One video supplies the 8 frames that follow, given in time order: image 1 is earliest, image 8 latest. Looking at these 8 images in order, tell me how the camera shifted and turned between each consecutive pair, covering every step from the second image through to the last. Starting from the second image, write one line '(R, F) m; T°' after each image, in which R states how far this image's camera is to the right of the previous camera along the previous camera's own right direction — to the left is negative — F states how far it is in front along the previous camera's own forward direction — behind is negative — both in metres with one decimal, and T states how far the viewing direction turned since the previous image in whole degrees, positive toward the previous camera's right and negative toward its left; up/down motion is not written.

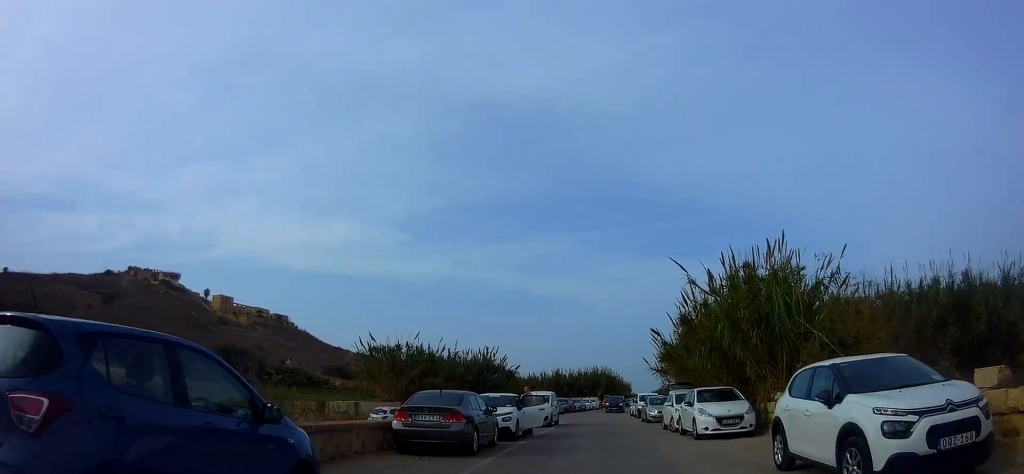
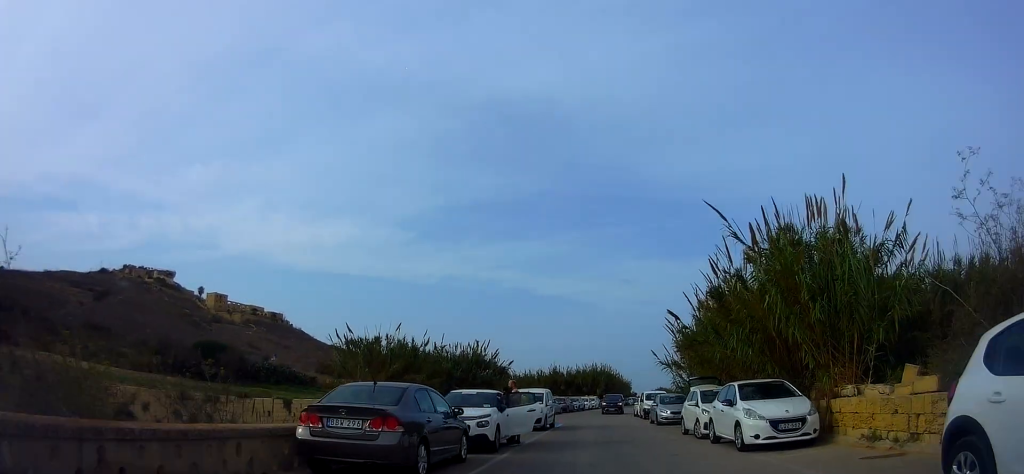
(+0.7, +4.8) m; 0°
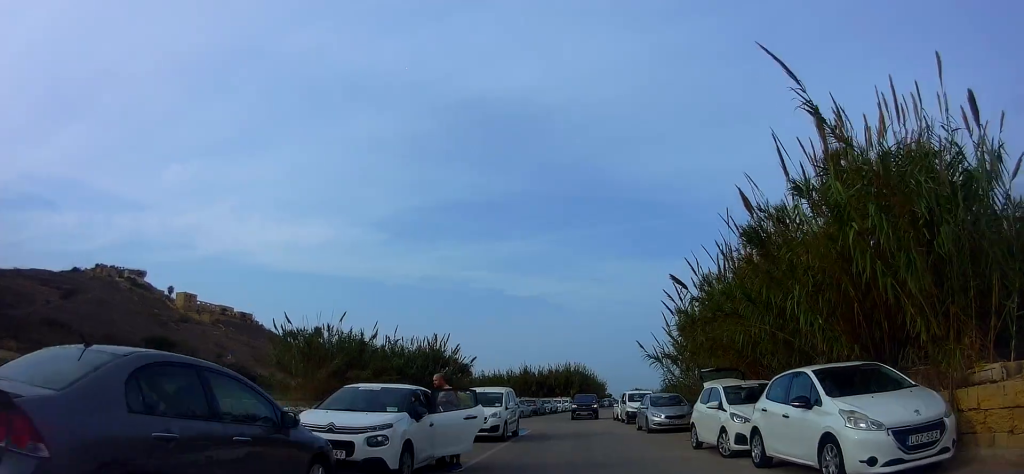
(-0.8, +6.3) m; -2°
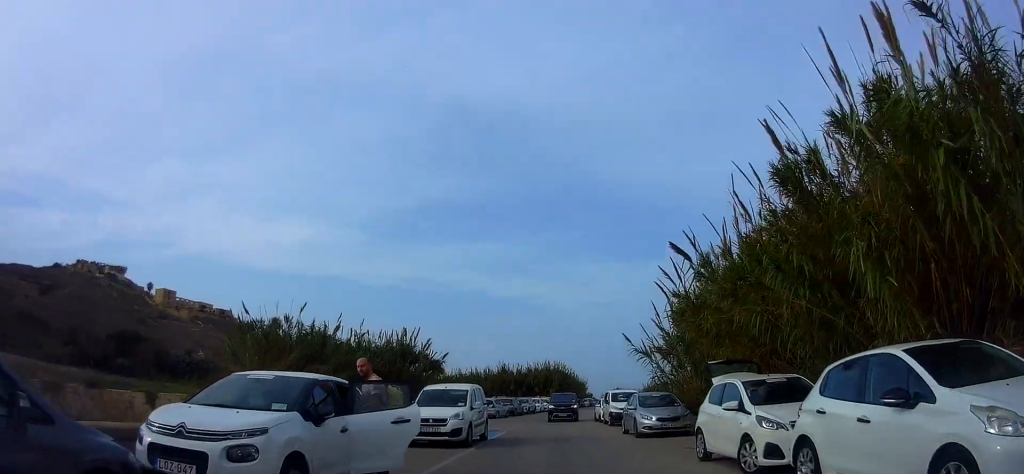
(+0.3, +3.3) m; +3°
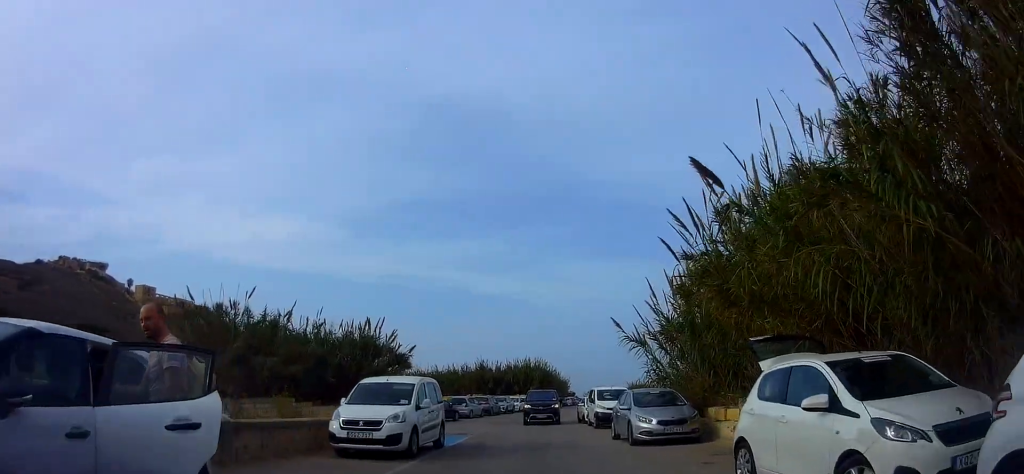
(+0.3, +4.6) m; +3°
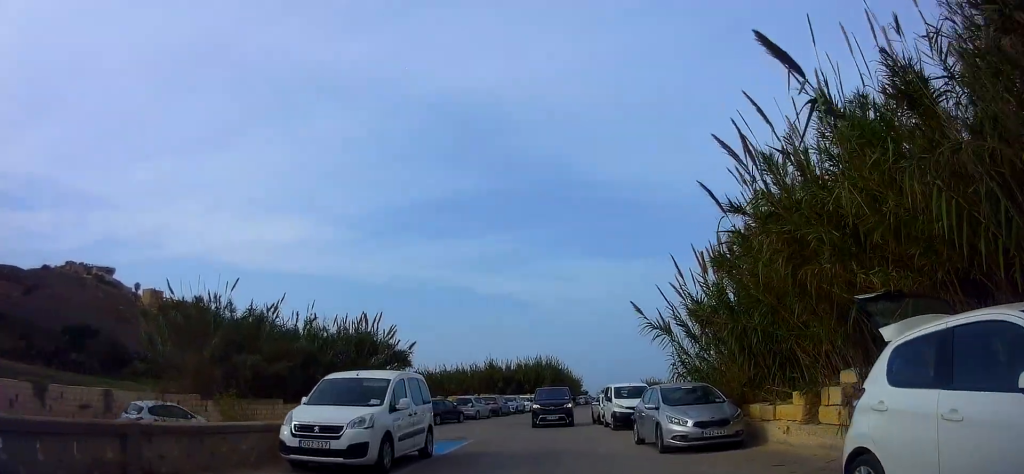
(0.0, +3.2) m; -1°
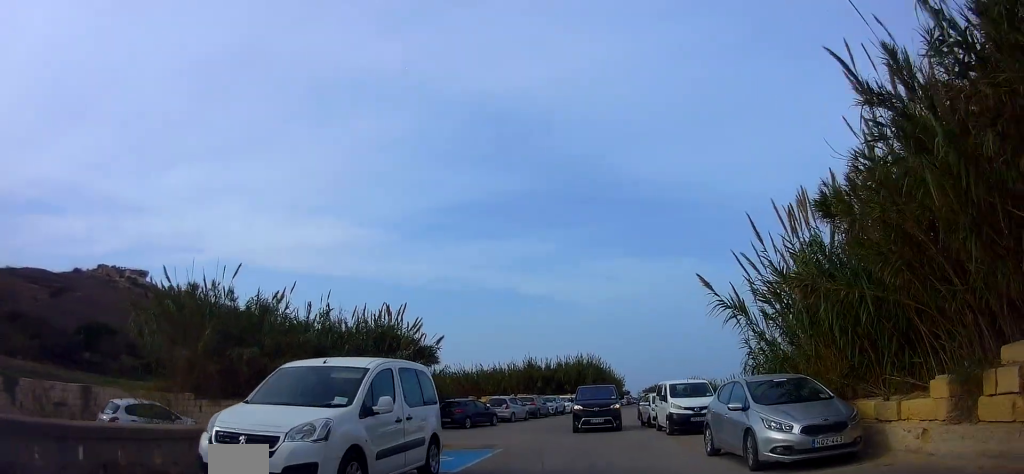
(-0.1, +3.8) m; -1°
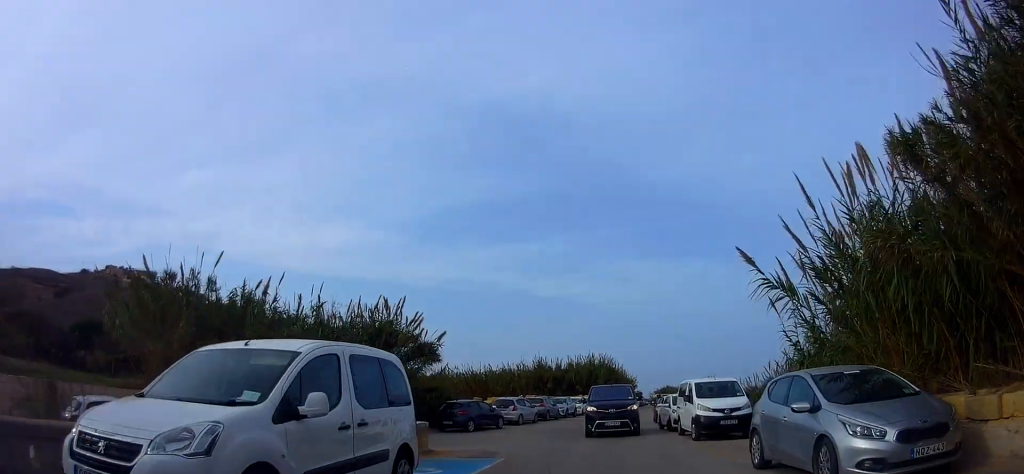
(-0.1, +2.5) m; 0°
